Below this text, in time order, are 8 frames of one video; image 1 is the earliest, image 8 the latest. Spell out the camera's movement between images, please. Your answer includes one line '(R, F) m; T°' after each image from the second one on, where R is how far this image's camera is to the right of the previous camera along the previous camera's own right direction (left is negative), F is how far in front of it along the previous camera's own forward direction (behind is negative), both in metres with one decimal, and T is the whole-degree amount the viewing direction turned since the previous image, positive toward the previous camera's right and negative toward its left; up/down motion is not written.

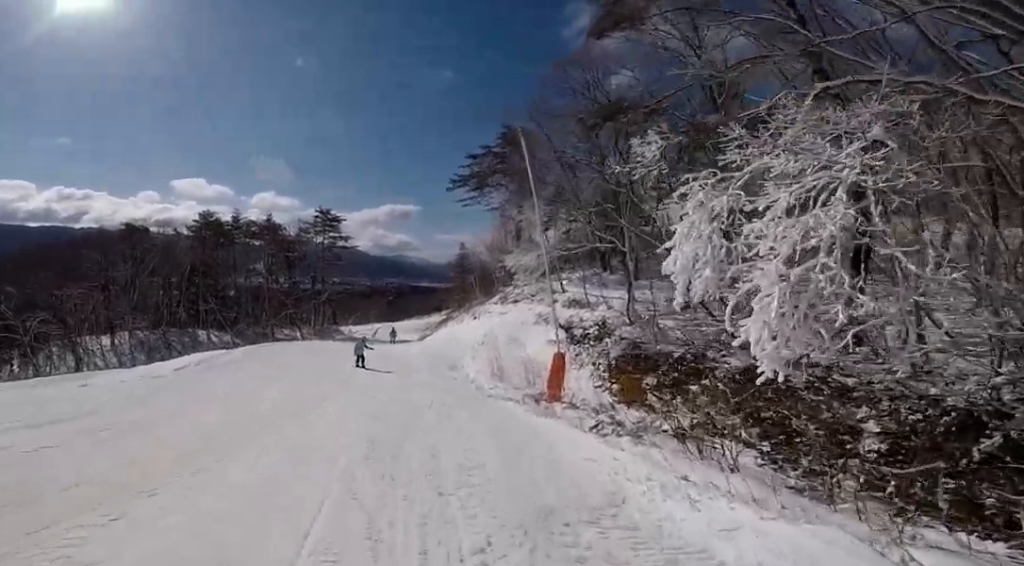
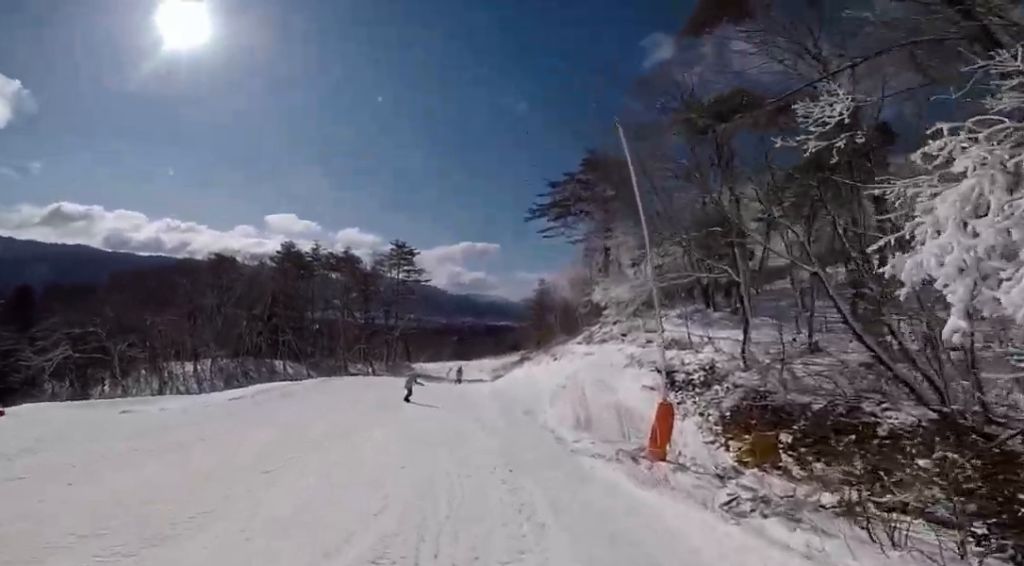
(0.0, +2.6) m; -5°
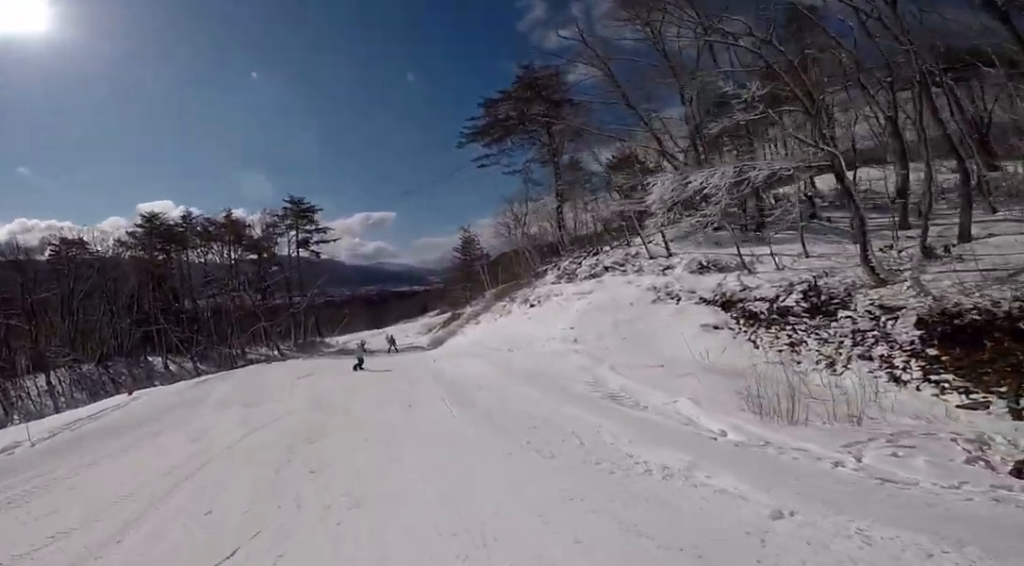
(-1.0, +10.8) m; +1°
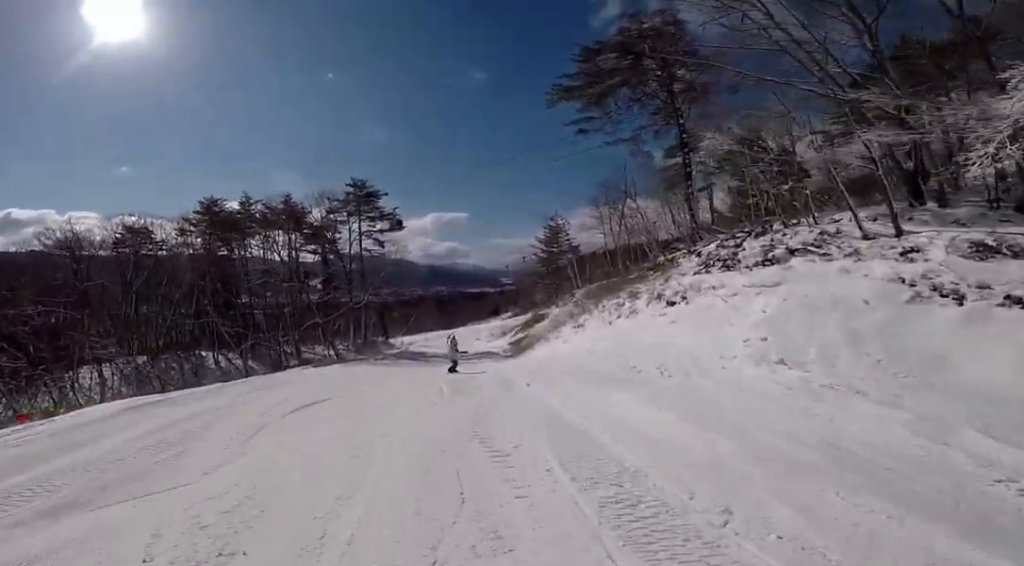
(+0.7, +7.0) m; -3°
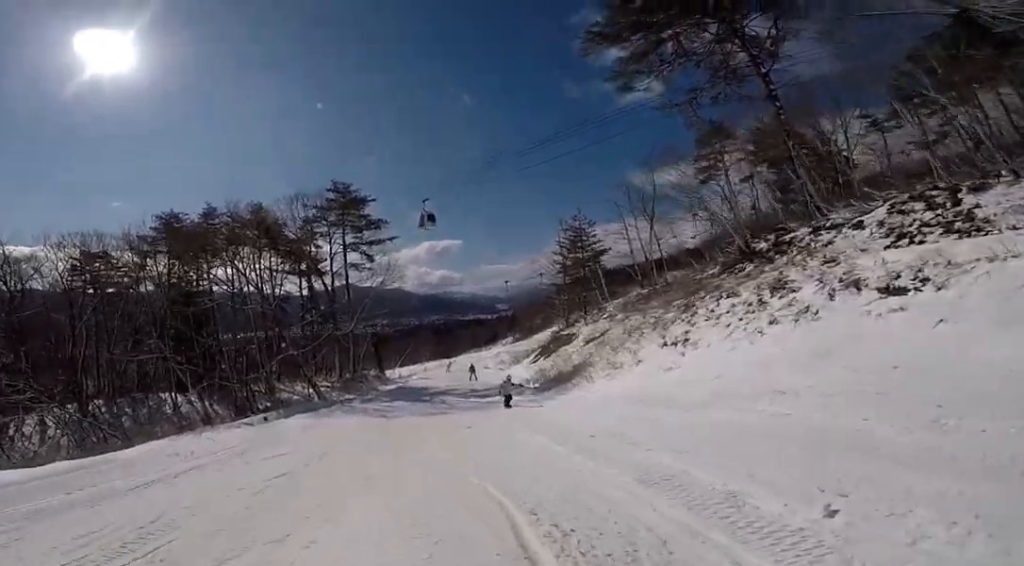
(-1.3, +7.1) m; -3°
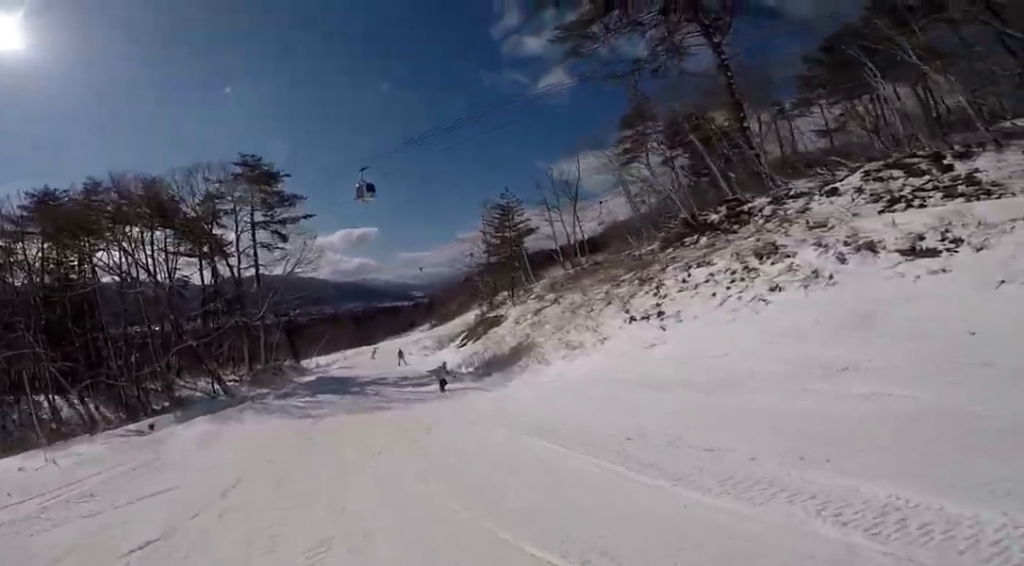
(+0.5, +2.5) m; +11°
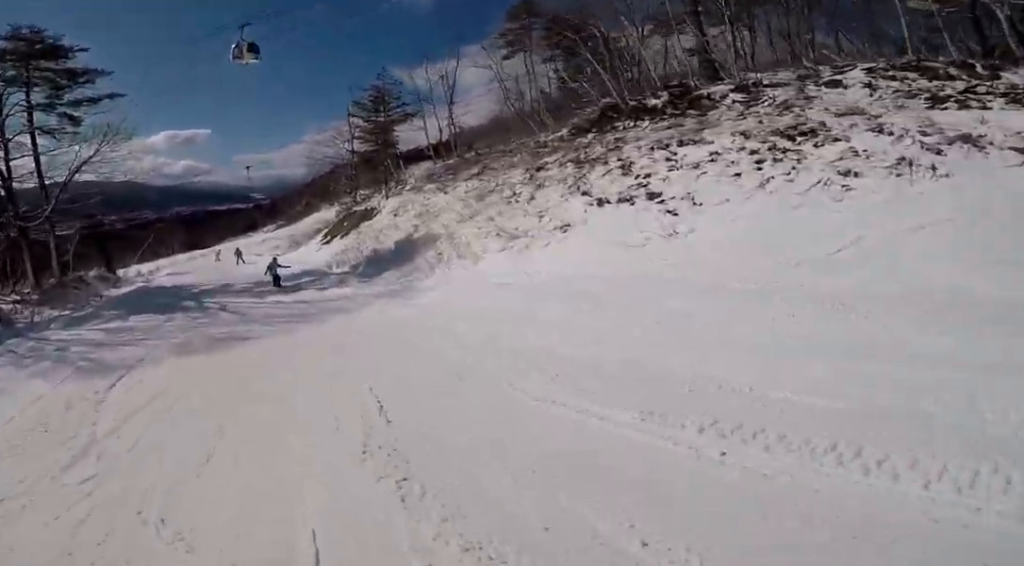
(+0.8, +4.5) m; +11°
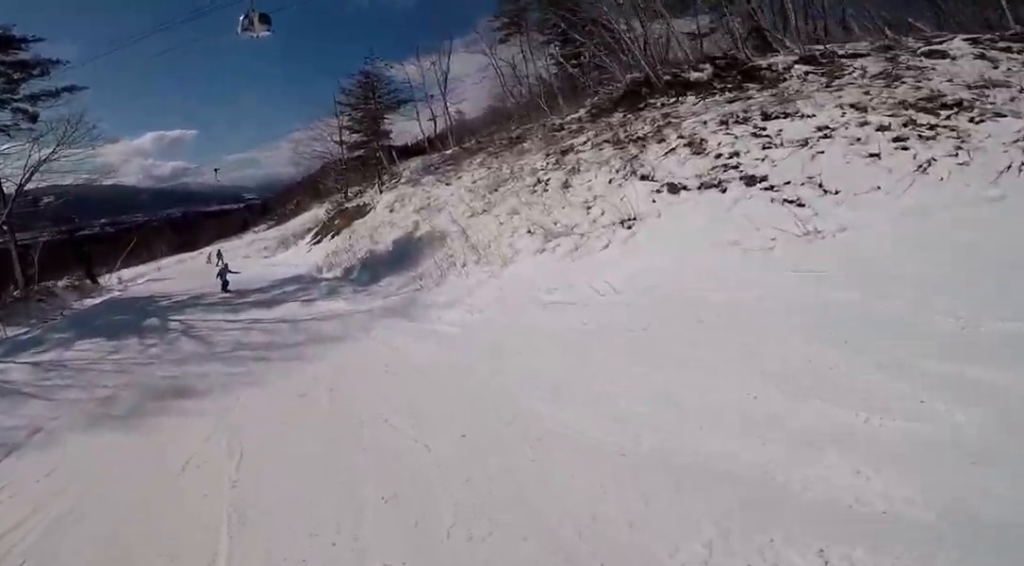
(+0.7, +3.1) m; -2°
